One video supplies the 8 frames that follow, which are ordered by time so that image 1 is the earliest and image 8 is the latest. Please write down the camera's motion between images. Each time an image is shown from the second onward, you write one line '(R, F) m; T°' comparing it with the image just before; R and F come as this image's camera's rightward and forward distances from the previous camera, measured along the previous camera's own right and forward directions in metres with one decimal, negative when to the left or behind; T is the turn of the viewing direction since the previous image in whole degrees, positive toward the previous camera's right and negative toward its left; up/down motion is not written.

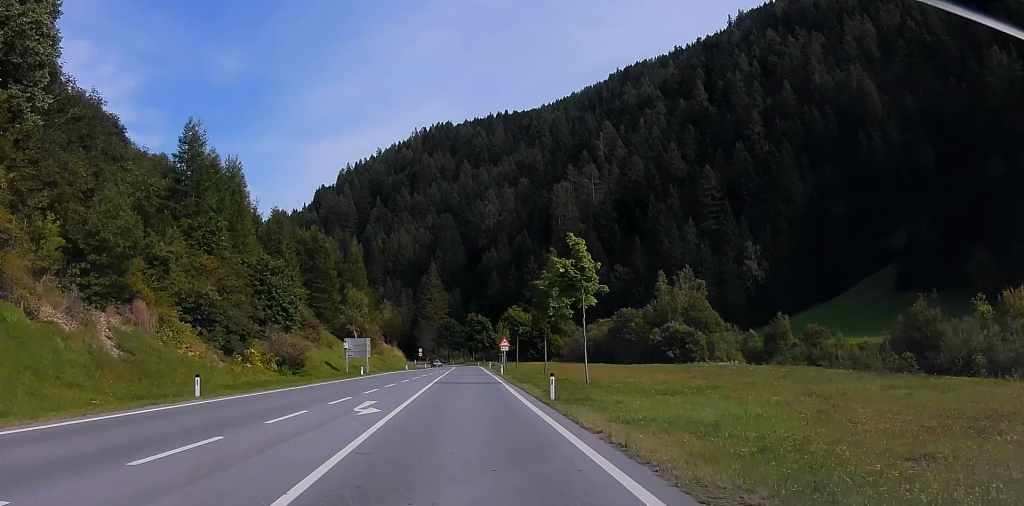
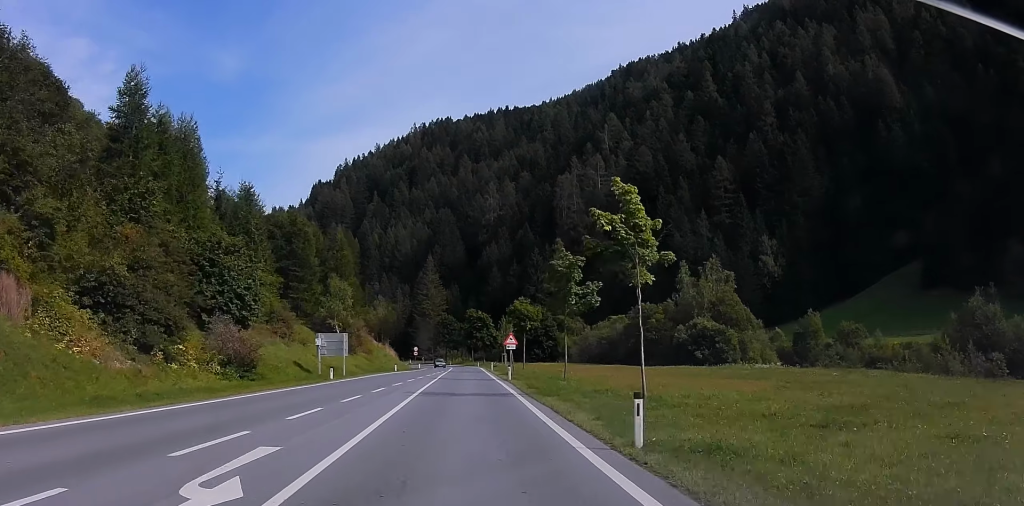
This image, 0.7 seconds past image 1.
(0.0, +11.0) m; 0°
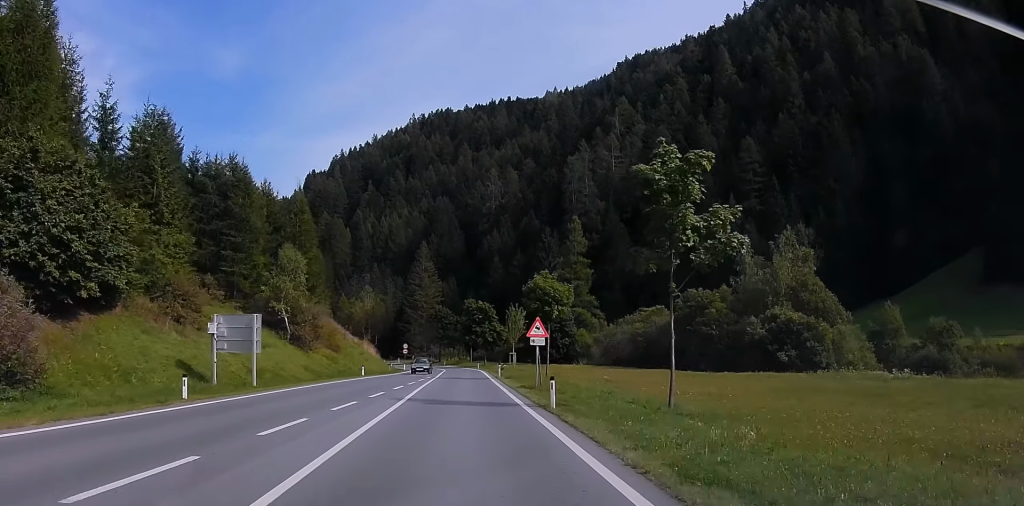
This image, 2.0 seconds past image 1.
(0.0, +21.3) m; 0°
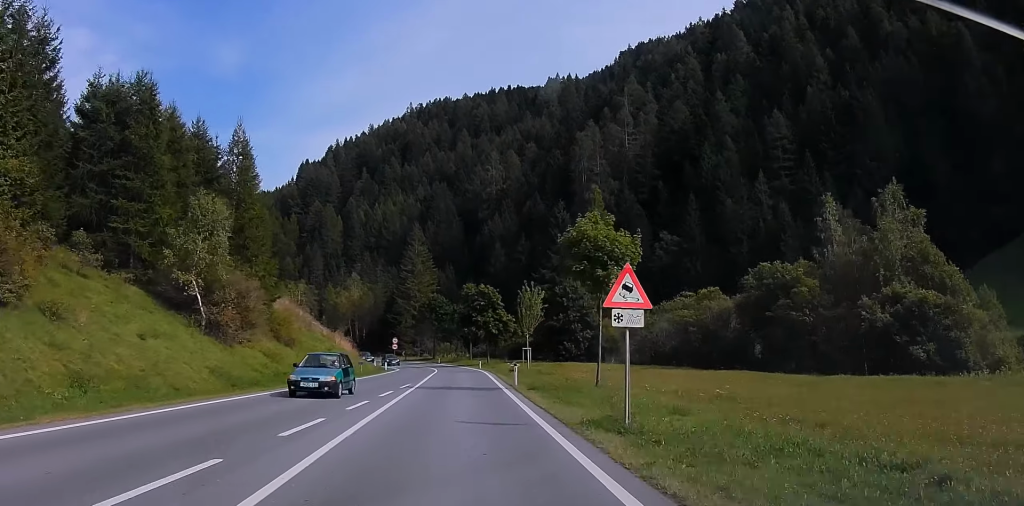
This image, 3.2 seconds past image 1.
(0.0, +18.0) m; 0°
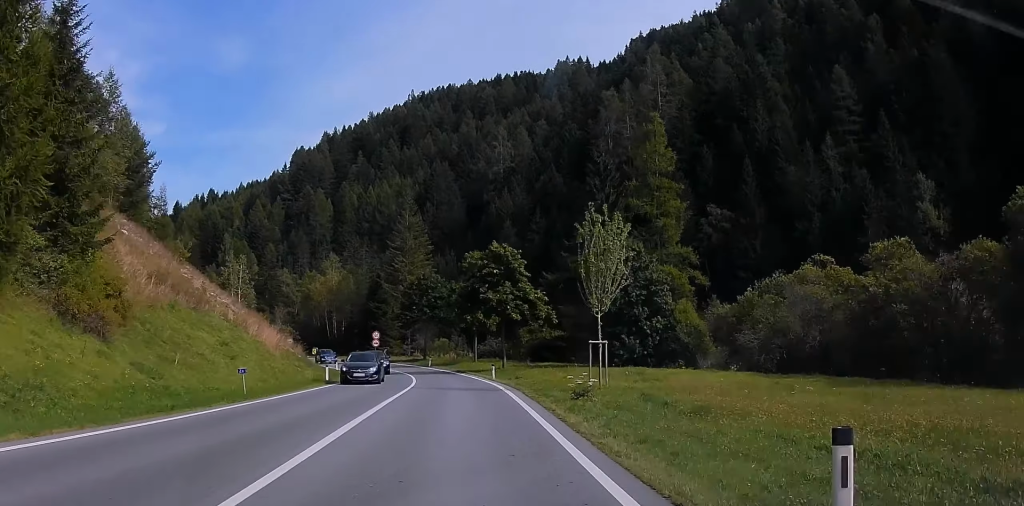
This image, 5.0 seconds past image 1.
(0.0, +27.6) m; 0°
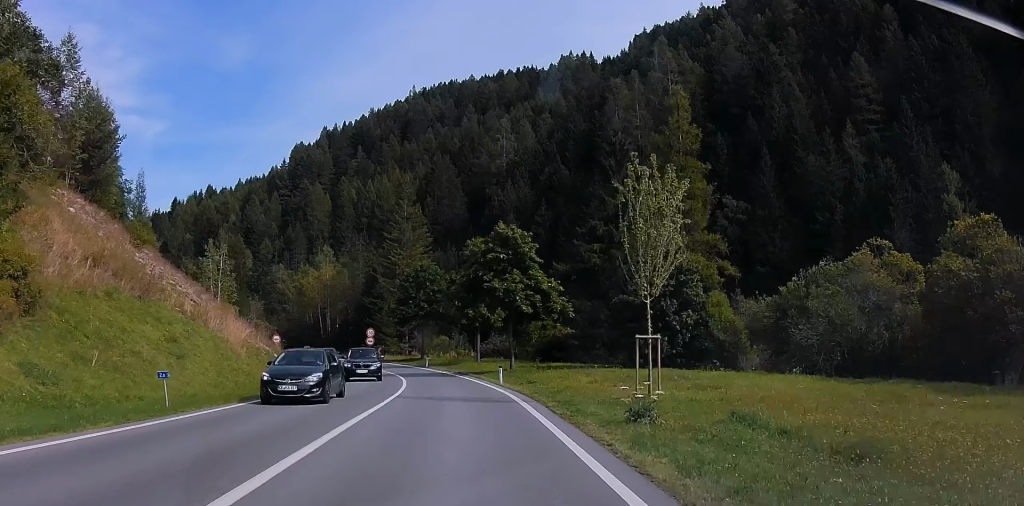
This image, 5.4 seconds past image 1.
(0.0, +6.5) m; 0°
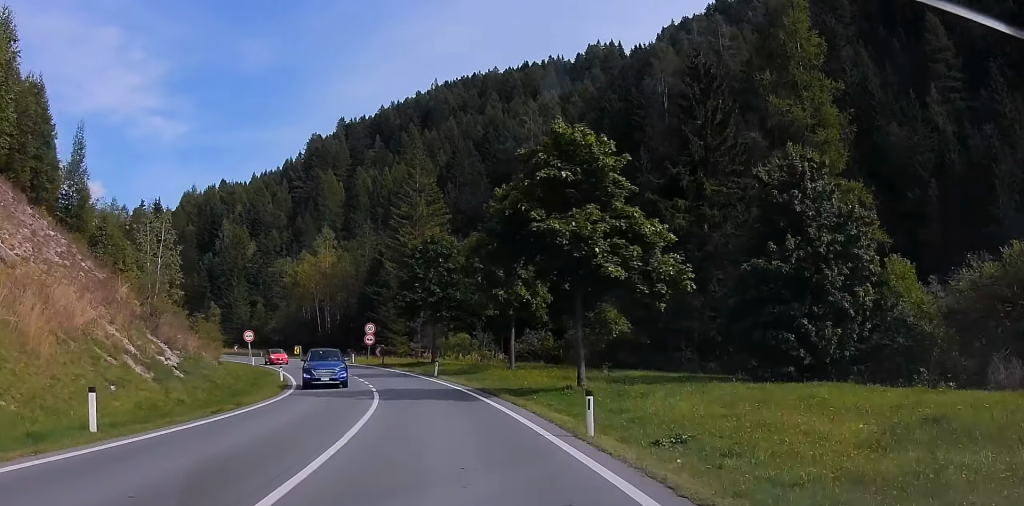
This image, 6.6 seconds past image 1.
(0.0, +17.9) m; 0°
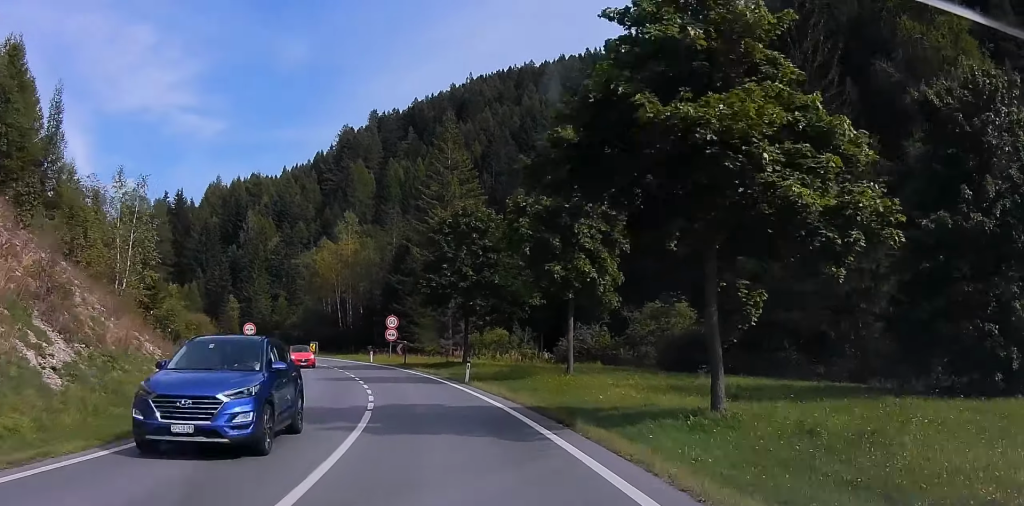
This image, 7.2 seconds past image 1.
(0.0, +9.3) m; 0°
